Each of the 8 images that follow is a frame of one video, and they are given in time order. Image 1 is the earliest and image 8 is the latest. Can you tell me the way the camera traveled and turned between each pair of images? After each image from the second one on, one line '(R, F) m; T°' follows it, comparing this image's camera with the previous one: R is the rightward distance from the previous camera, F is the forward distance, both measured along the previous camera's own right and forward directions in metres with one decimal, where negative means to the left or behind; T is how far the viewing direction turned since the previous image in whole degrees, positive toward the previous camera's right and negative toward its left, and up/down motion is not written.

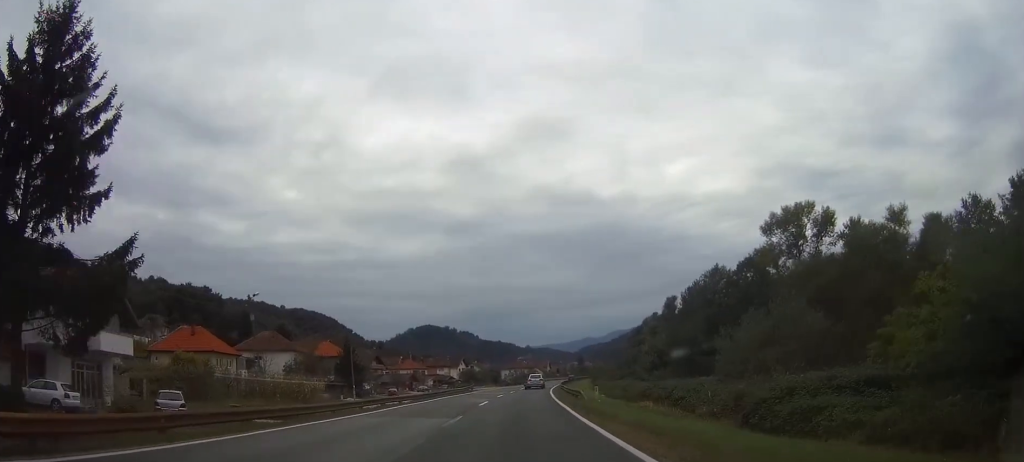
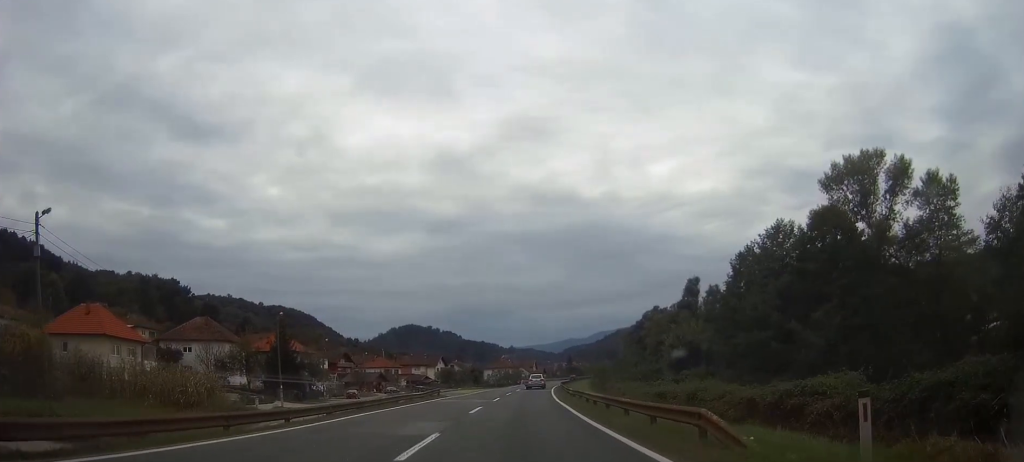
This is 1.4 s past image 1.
(+0.3, +19.7) m; +1°
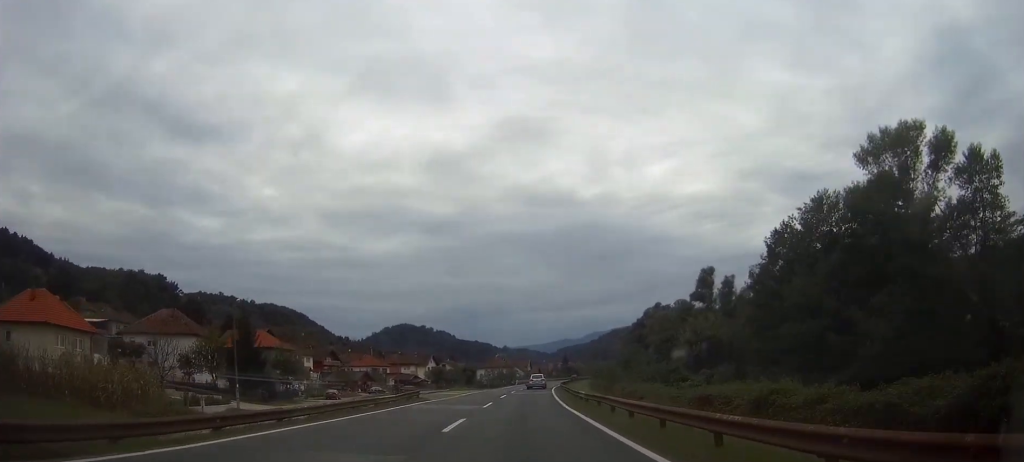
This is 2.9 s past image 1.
(+0.1, +21.4) m; +1°
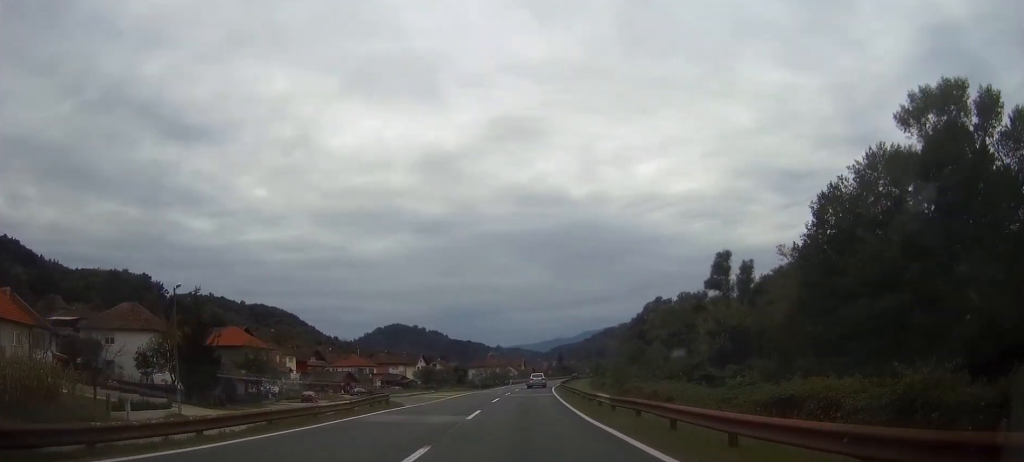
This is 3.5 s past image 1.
(0.0, +7.9) m; +1°
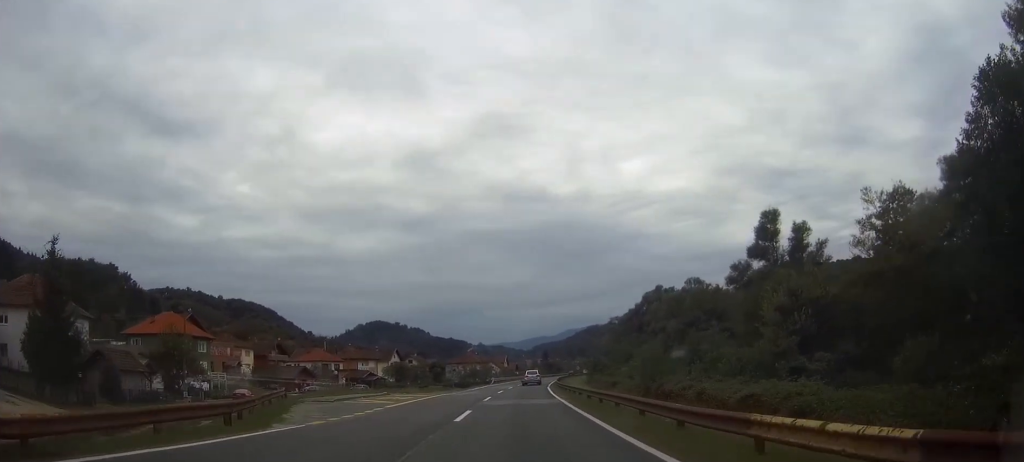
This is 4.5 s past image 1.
(+0.2, +16.8) m; +1°
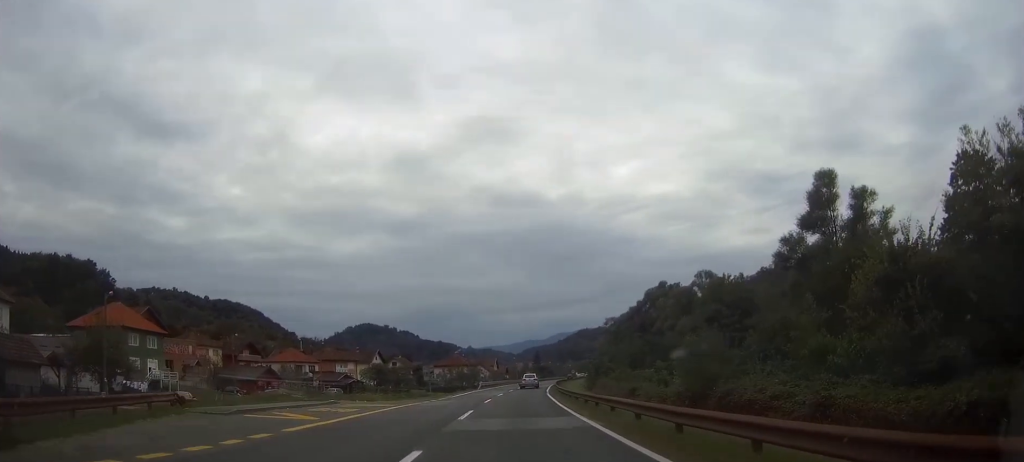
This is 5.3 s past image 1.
(+0.1, +12.5) m; +1°
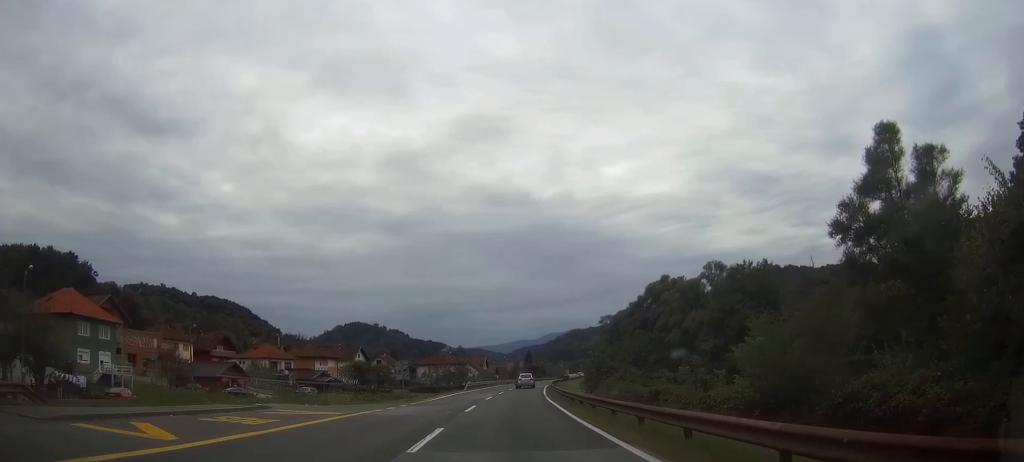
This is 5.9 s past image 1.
(+0.1, +9.3) m; +1°
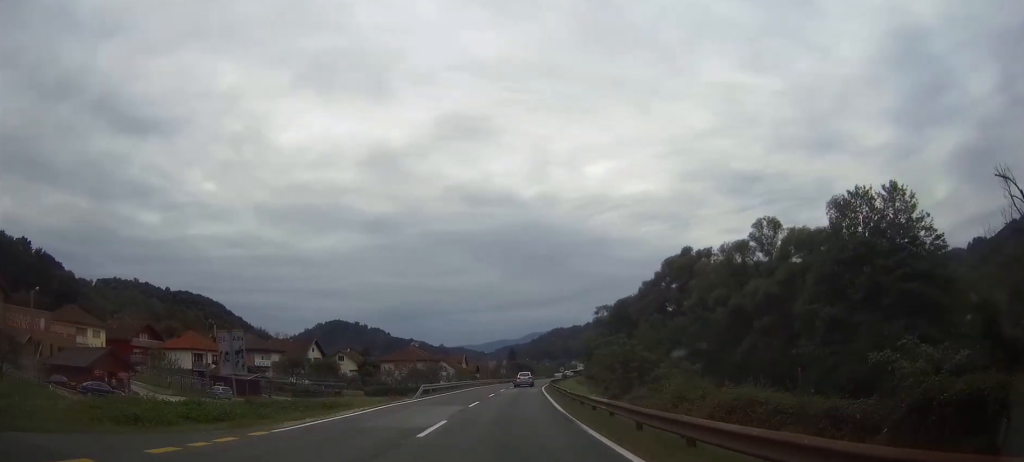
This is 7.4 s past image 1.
(+0.3, +26.0) m; +1°
